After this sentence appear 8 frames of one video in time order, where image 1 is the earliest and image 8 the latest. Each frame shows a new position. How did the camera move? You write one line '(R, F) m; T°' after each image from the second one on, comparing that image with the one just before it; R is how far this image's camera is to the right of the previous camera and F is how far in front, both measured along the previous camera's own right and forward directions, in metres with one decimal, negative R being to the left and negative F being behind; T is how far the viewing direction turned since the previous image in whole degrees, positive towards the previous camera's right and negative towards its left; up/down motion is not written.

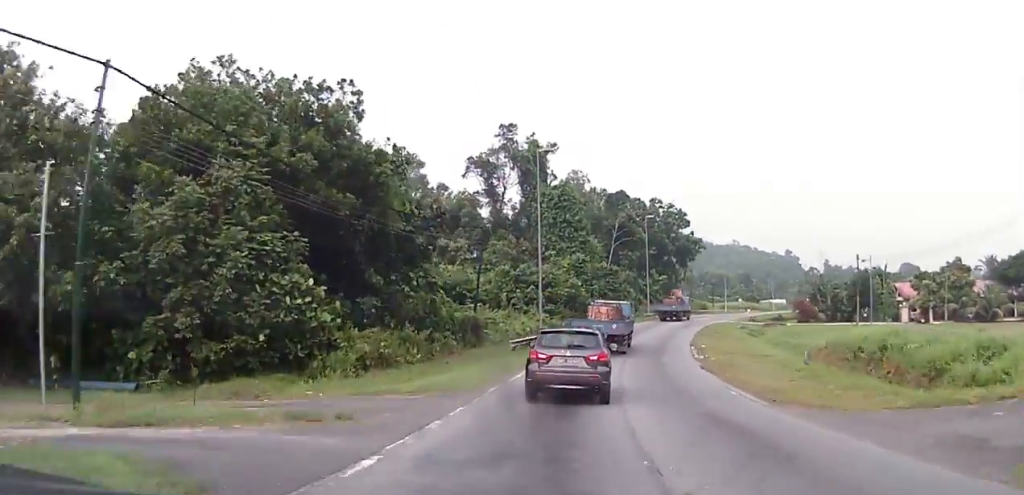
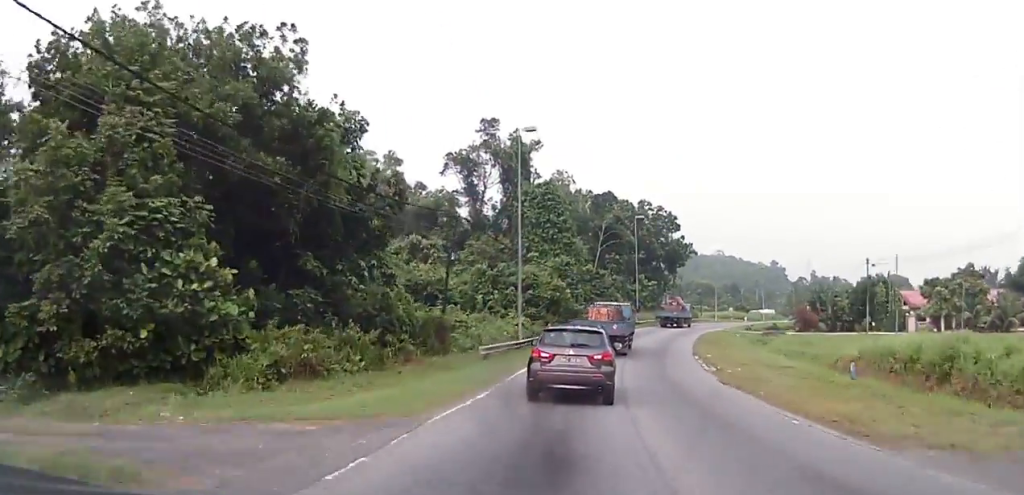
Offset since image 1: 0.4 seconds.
(-0.1, +5.8) m; +1°
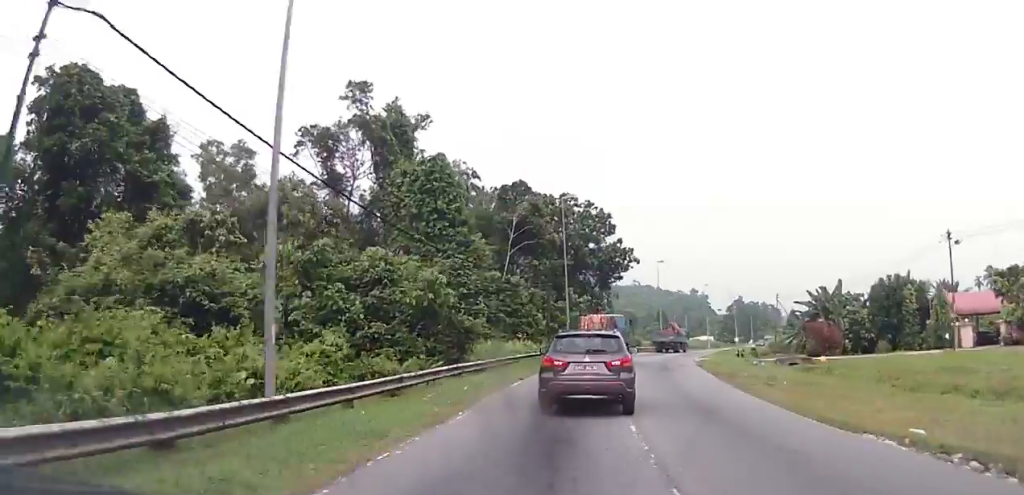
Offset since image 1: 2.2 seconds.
(+1.7, +25.7) m; +8°
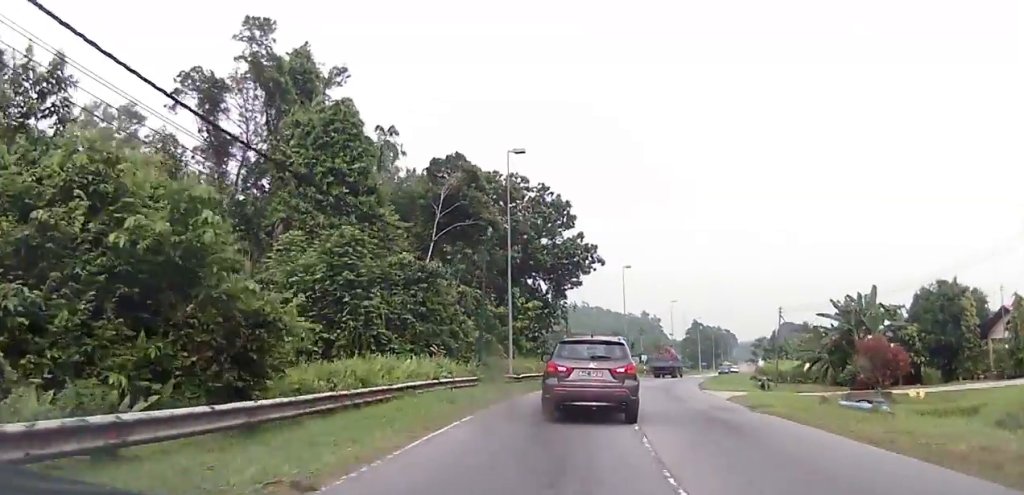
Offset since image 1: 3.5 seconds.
(+0.7, +16.9) m; +6°
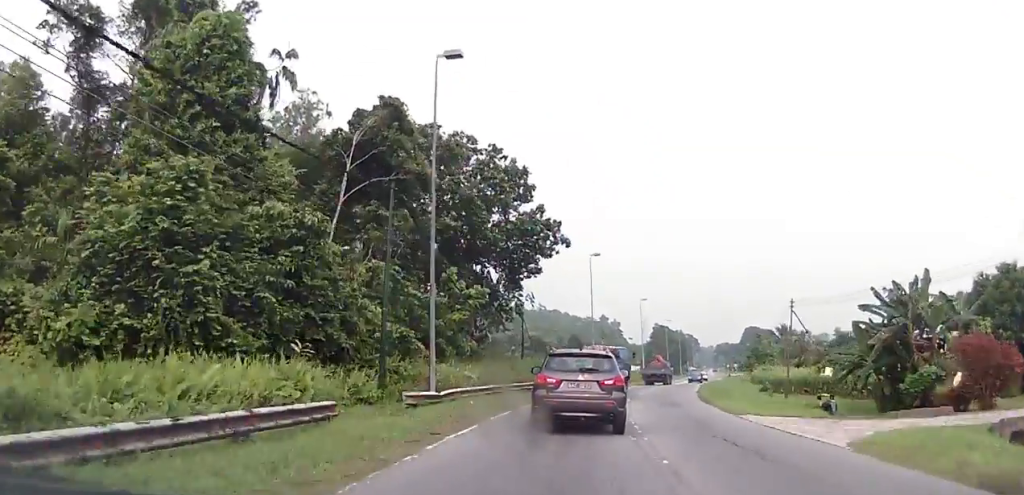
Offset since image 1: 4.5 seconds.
(+0.5, +12.9) m; +5°
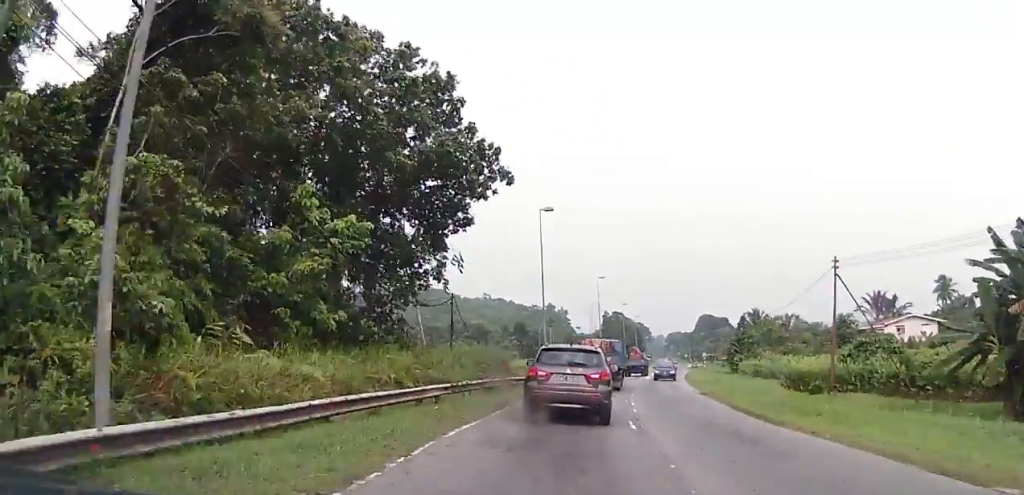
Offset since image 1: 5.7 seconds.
(+1.1, +15.7) m; +6°
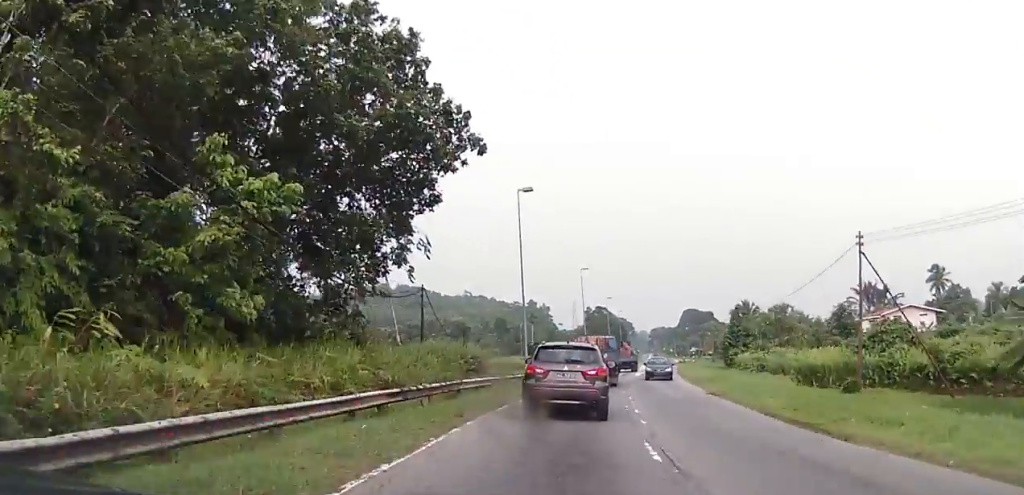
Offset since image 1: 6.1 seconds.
(+0.2, +4.9) m; +1°
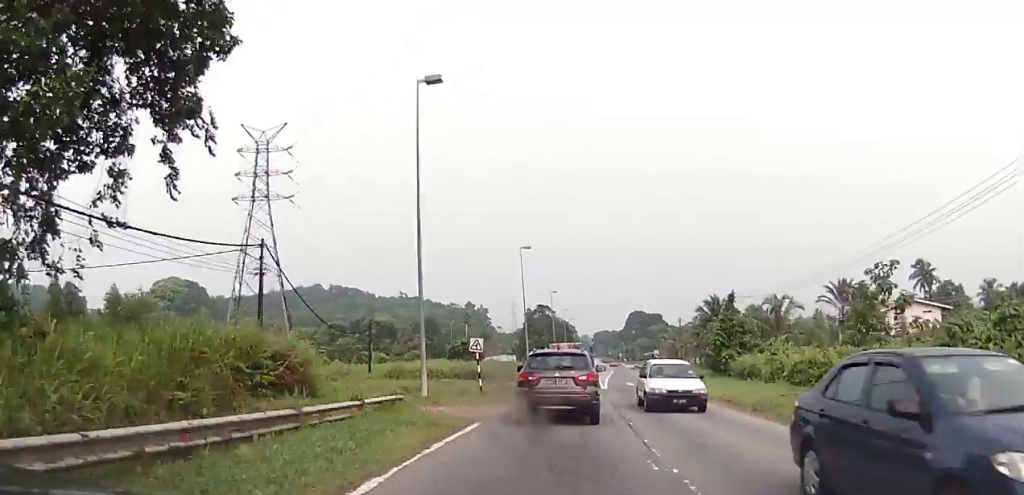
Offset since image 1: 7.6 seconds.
(+0.5, +18.5) m; +4°
